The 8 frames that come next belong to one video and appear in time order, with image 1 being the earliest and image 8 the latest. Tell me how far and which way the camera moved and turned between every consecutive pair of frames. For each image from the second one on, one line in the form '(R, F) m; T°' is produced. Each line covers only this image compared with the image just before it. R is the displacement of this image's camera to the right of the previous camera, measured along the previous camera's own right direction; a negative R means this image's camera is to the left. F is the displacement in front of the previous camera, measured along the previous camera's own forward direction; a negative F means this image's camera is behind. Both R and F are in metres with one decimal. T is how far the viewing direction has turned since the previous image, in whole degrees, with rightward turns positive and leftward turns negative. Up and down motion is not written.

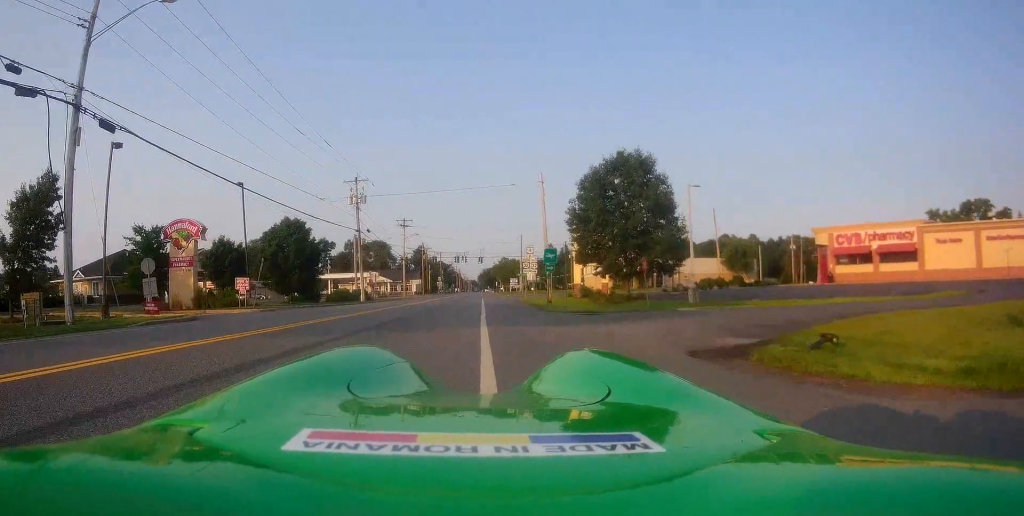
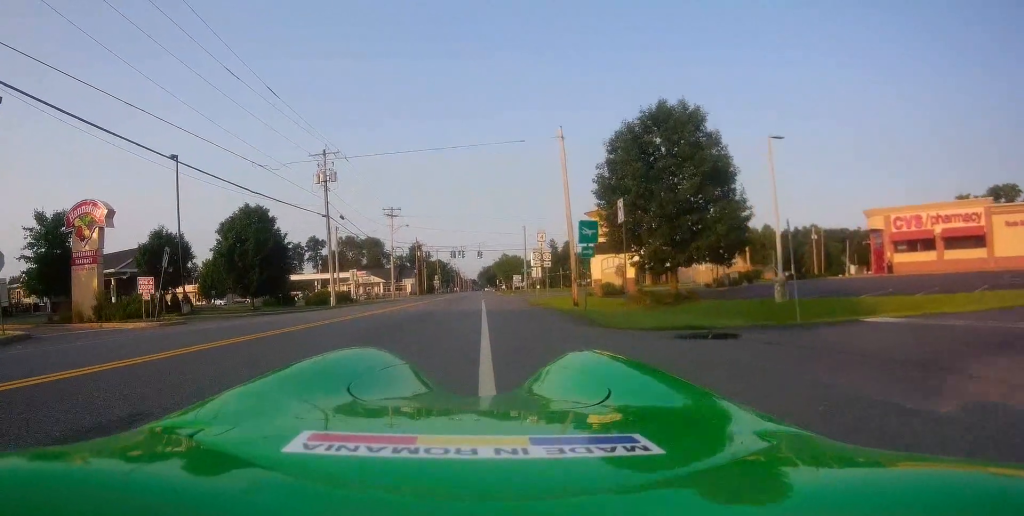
(+0.1, +11.1) m; +2°
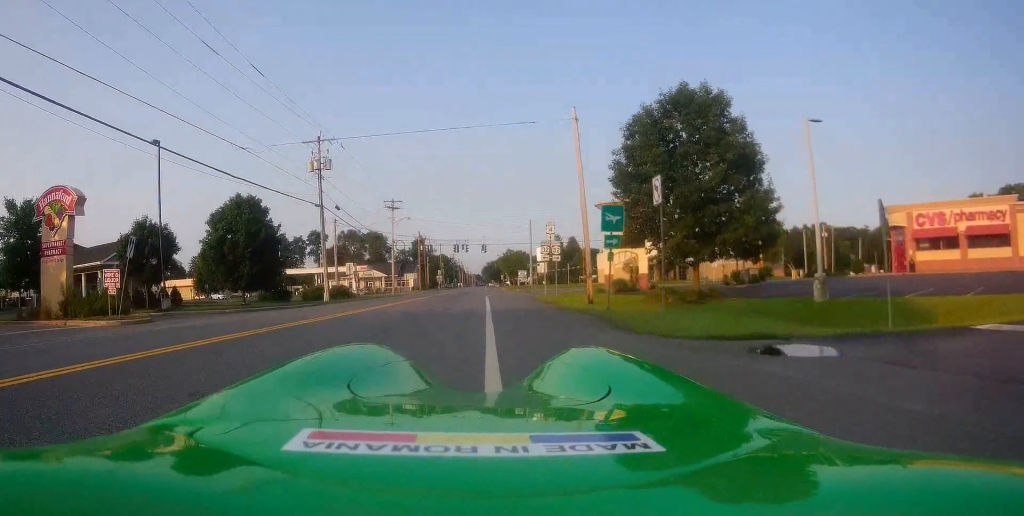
(0.0, +2.9) m; 0°
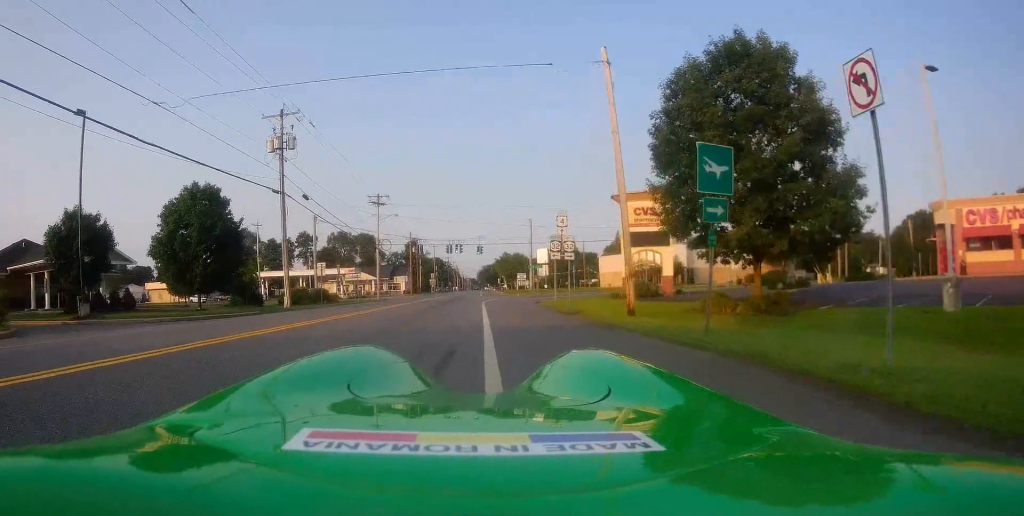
(-0.2, +7.8) m; -3°
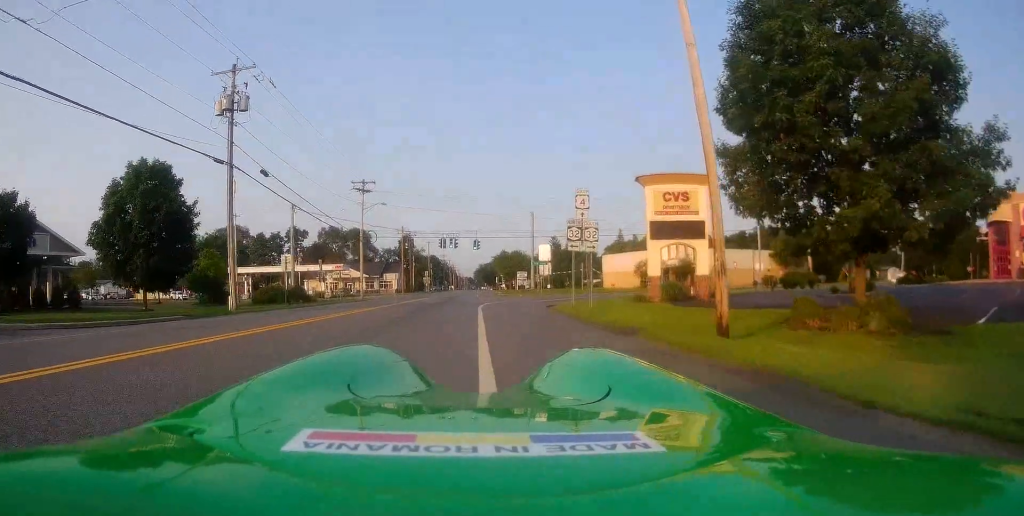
(-0.1, +7.3) m; +1°
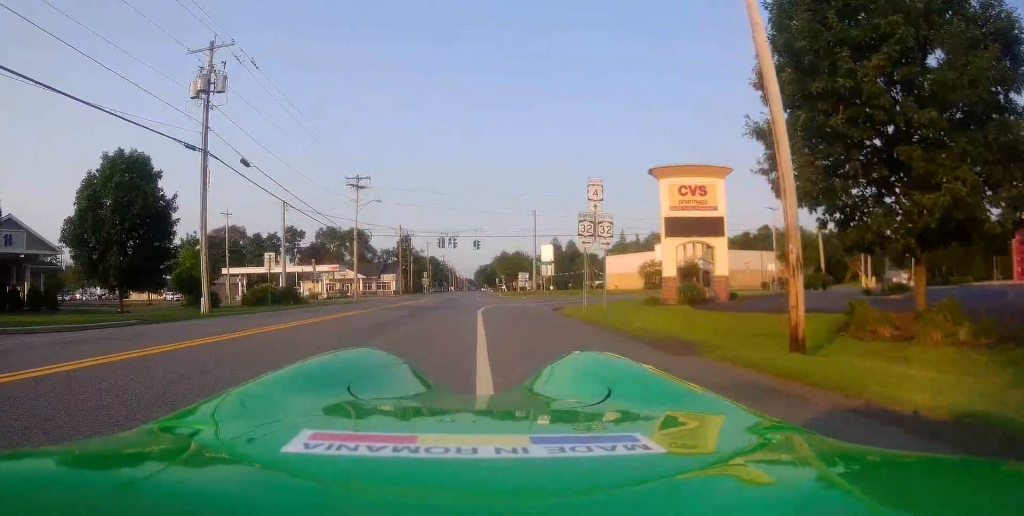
(+0.1, +3.0) m; +1°
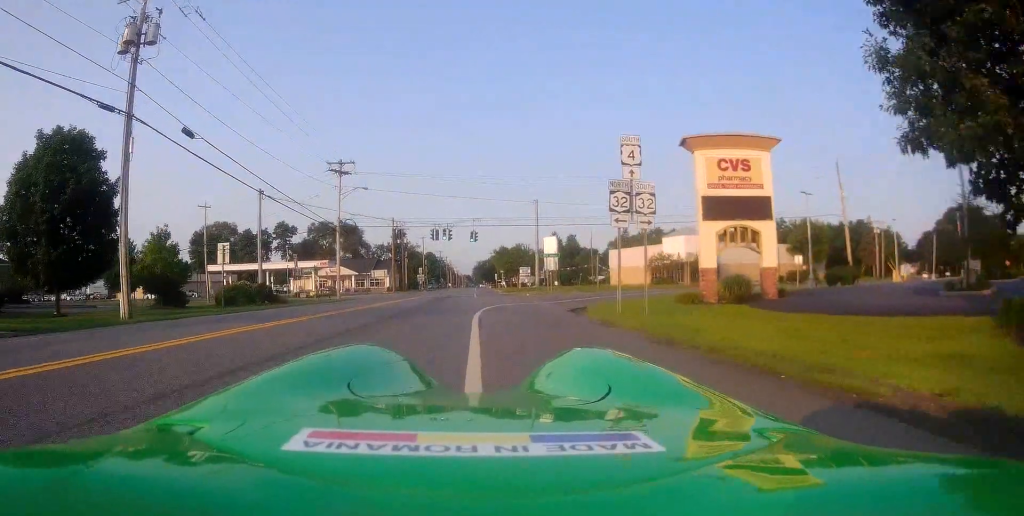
(0.0, +5.8) m; -4°
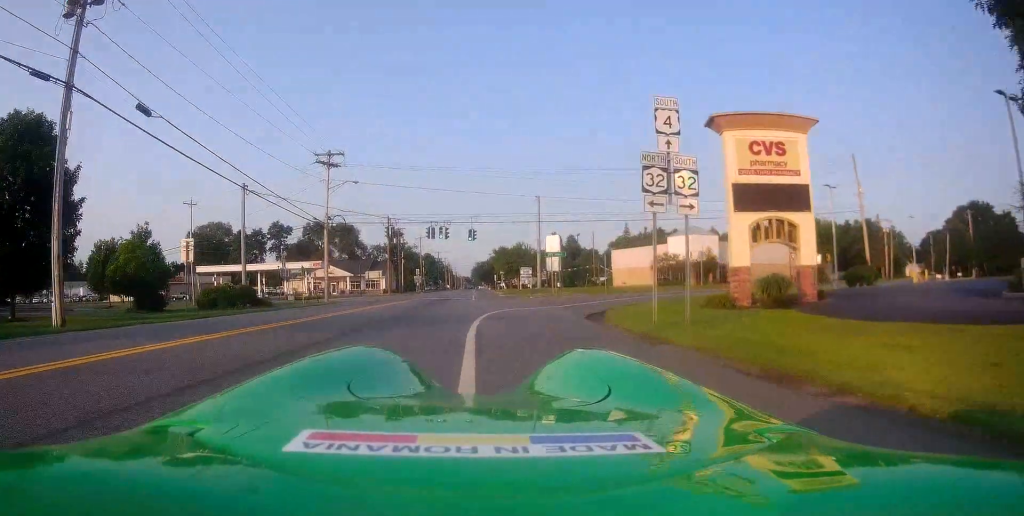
(-0.2, +3.6) m; -2°
